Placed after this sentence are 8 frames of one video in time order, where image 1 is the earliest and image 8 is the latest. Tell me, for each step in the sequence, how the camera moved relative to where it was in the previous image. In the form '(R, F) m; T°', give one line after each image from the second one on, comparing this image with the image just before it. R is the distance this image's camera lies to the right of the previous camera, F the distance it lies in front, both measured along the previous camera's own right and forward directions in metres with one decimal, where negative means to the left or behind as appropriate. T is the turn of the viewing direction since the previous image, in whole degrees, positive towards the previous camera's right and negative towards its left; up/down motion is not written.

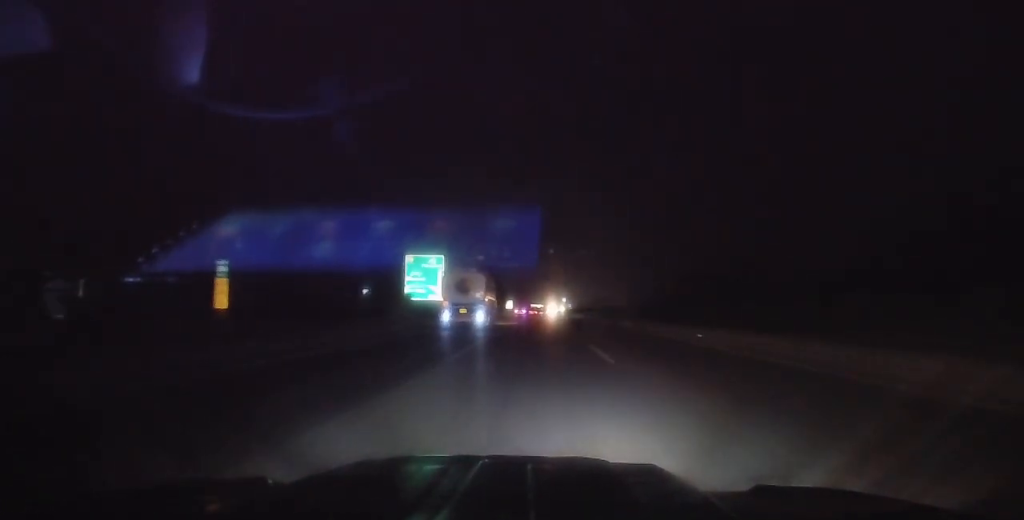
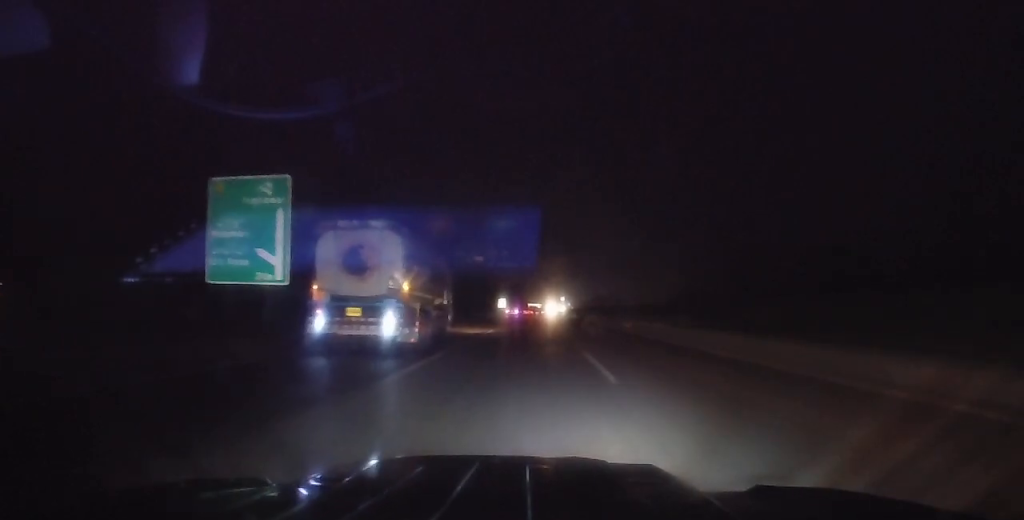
(0.0, +40.1) m; +1°
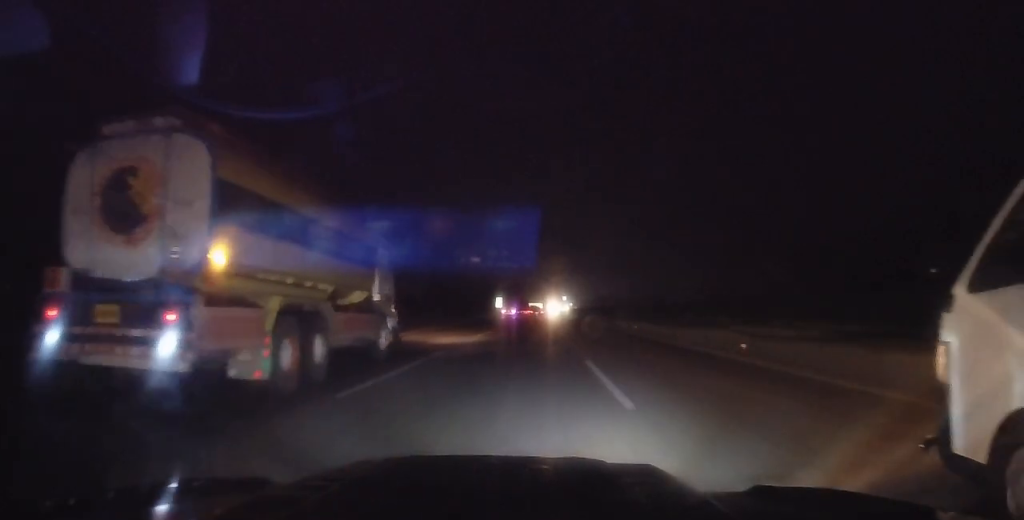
(+0.3, +20.6) m; +1°
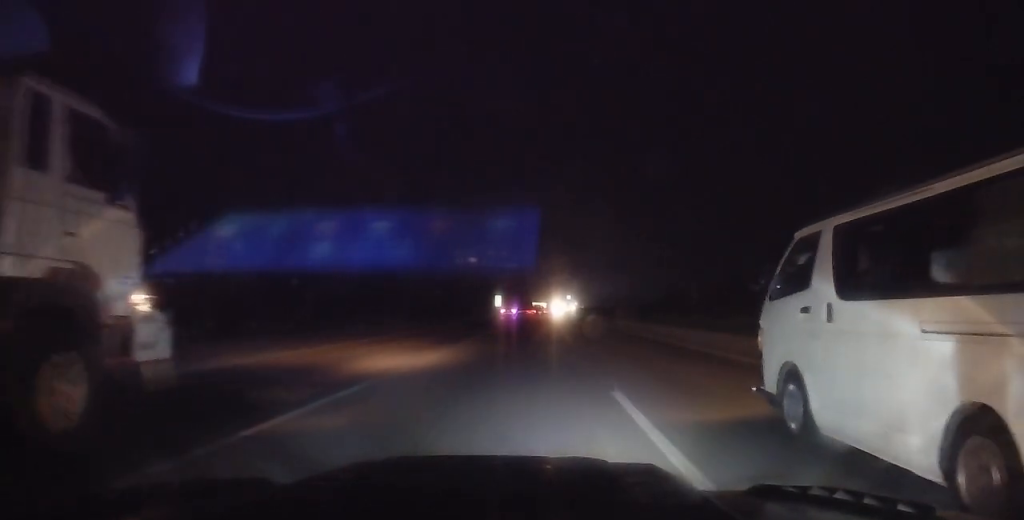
(+0.1, +23.0) m; -1°
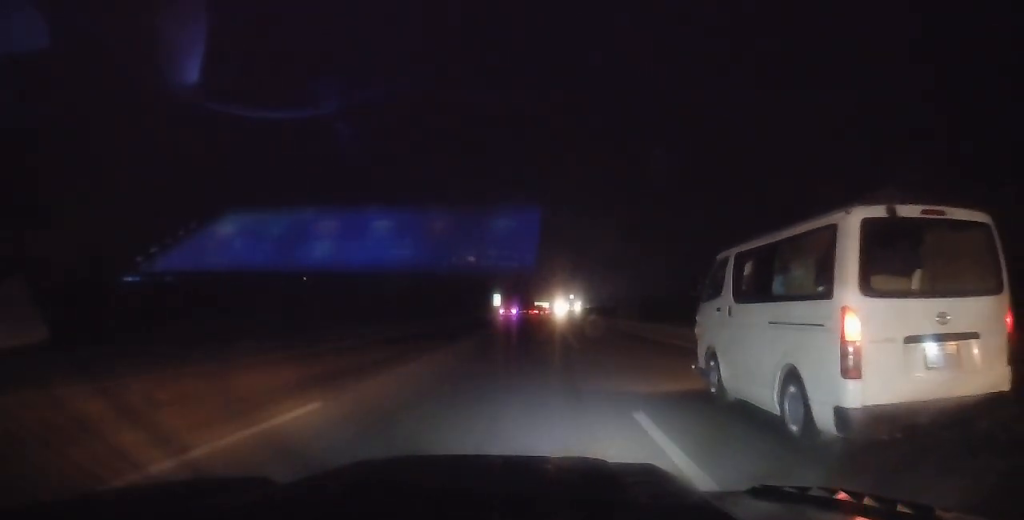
(-0.3, +20.0) m; -1°
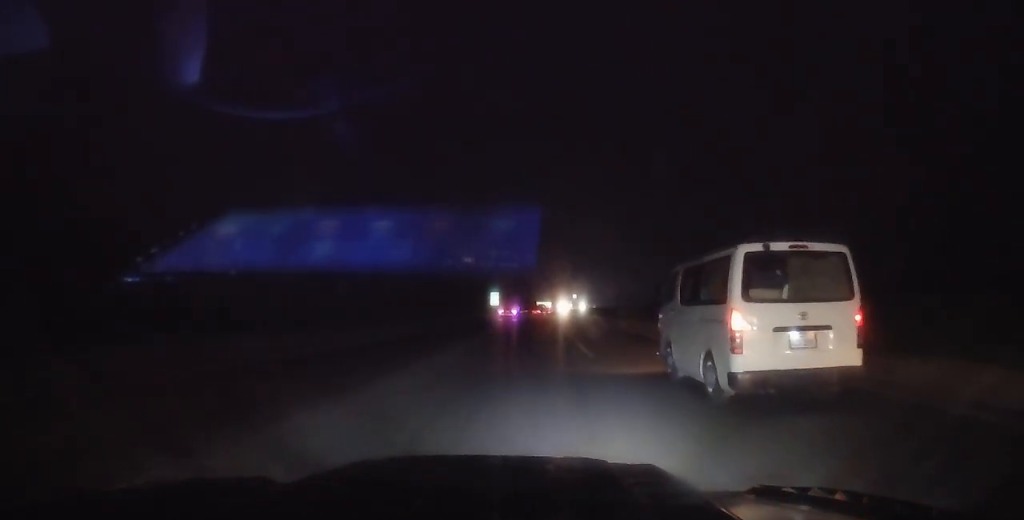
(0.0, +21.9) m; 0°
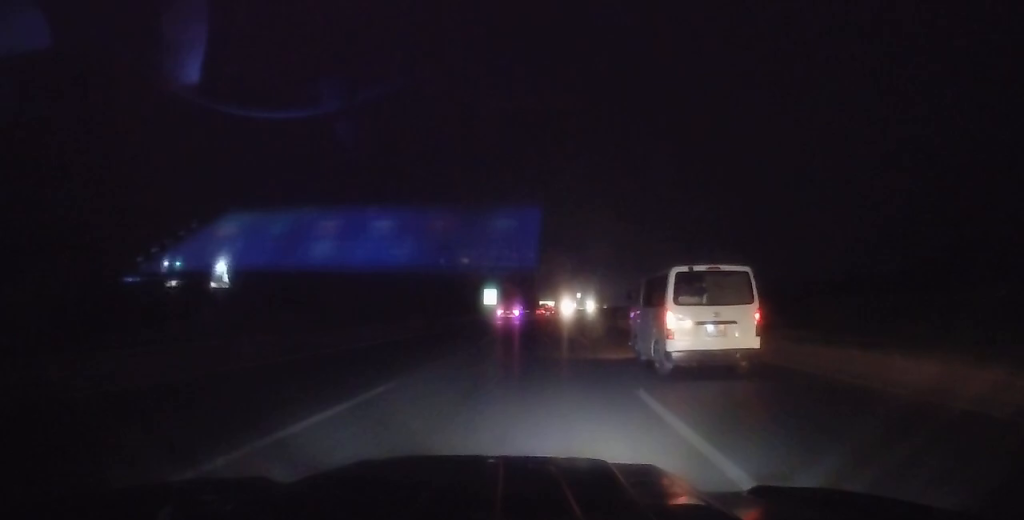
(+0.2, +30.2) m; +1°
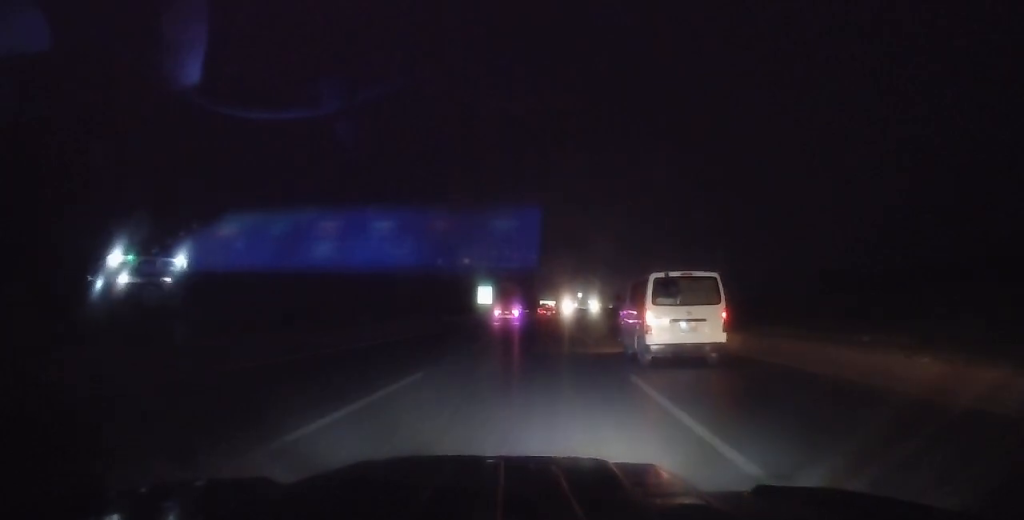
(0.0, +16.3) m; 0°
